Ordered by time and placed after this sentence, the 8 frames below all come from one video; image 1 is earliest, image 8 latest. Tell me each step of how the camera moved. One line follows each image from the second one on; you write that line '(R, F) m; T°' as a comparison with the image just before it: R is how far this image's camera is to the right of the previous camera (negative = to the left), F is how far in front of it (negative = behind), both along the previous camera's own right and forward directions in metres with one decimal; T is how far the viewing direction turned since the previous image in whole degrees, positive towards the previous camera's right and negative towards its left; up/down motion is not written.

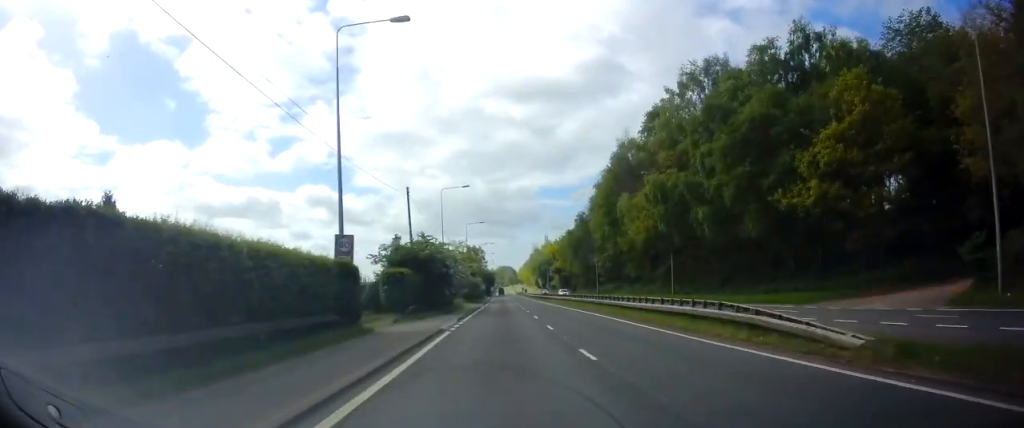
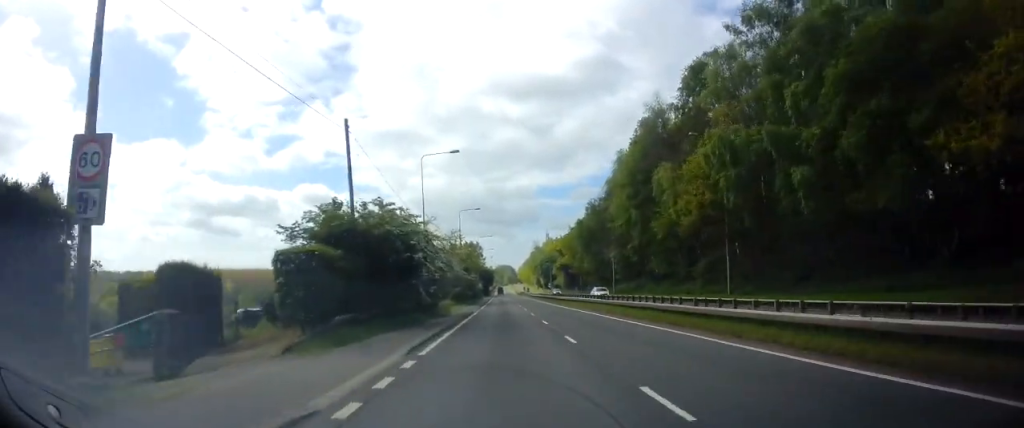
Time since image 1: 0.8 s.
(0.0, +13.7) m; 0°
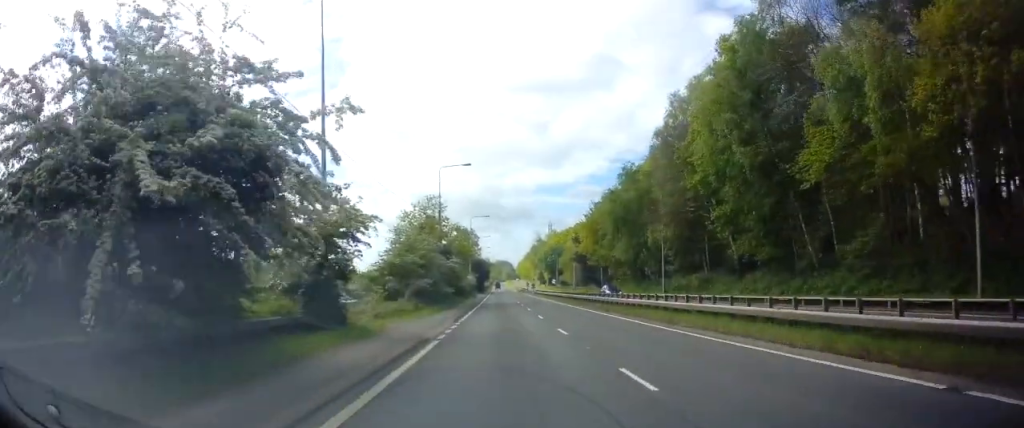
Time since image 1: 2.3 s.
(0.0, +24.7) m; +1°
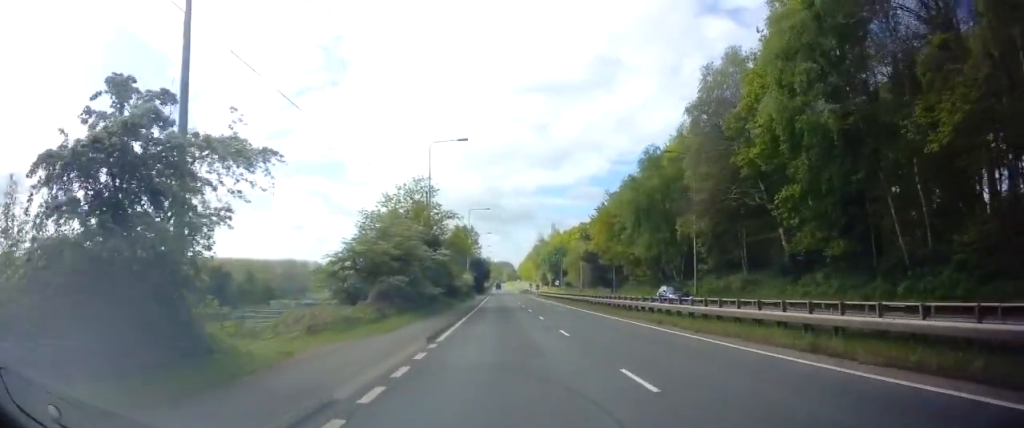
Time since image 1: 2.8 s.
(+0.1, +8.9) m; 0°
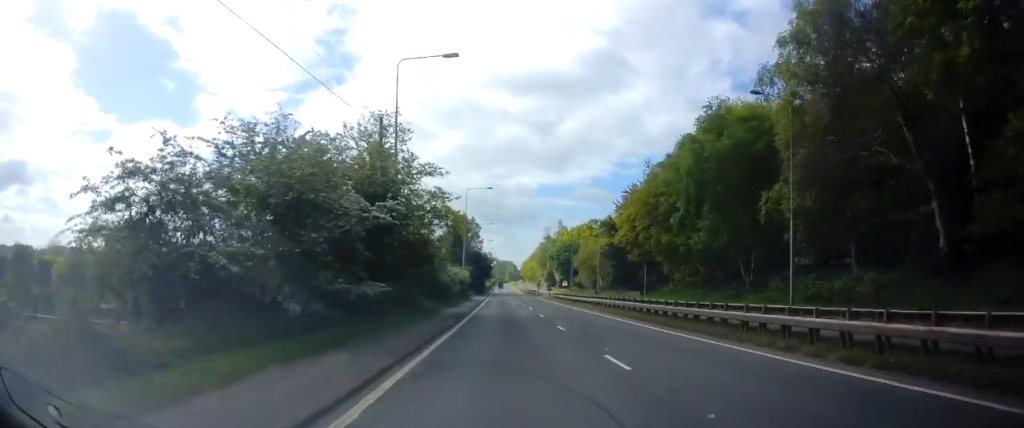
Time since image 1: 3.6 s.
(0.0, +15.8) m; 0°
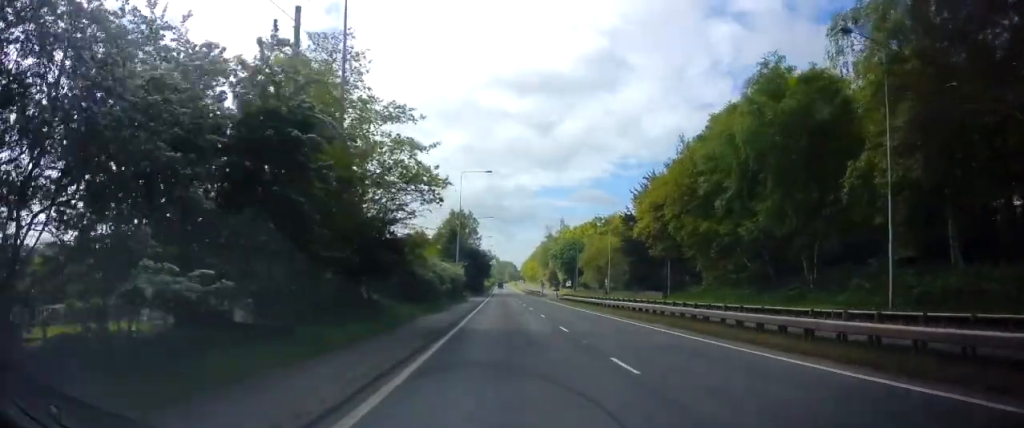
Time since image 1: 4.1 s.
(0.0, +9.2) m; 0°
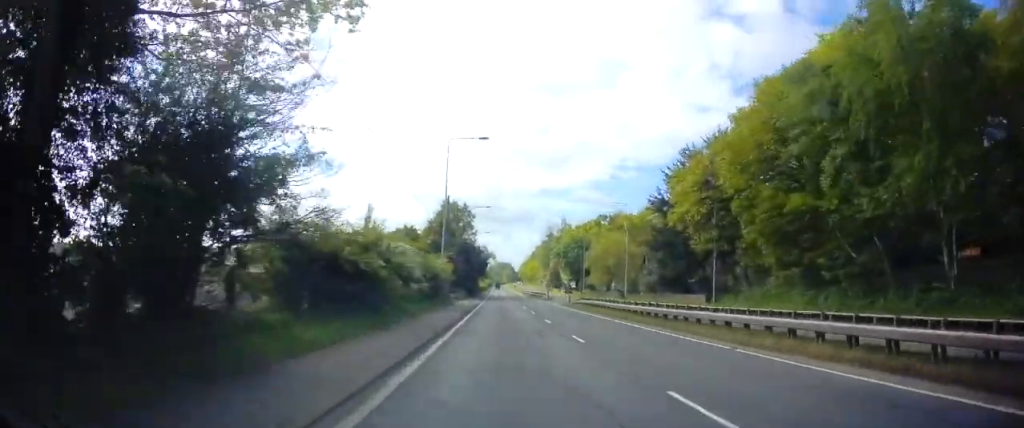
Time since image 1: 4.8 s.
(0.0, +12.5) m; 0°
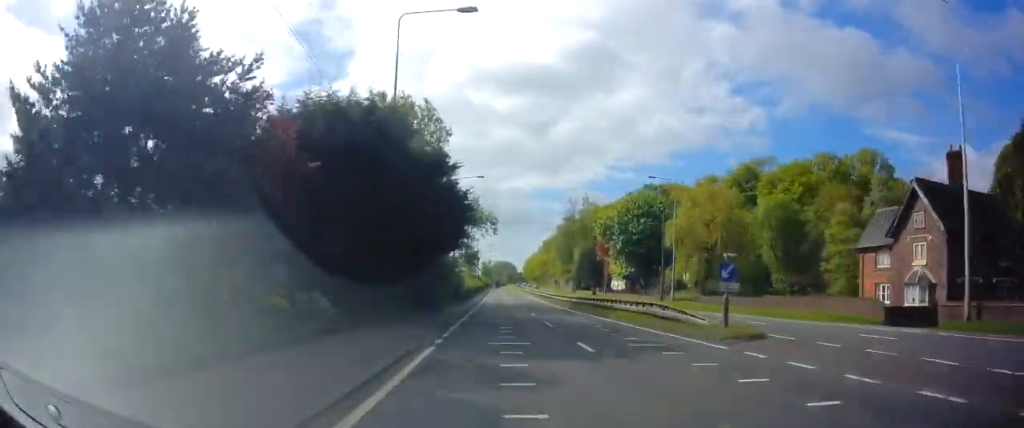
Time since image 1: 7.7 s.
(-0.3, +55.3) m; 0°
